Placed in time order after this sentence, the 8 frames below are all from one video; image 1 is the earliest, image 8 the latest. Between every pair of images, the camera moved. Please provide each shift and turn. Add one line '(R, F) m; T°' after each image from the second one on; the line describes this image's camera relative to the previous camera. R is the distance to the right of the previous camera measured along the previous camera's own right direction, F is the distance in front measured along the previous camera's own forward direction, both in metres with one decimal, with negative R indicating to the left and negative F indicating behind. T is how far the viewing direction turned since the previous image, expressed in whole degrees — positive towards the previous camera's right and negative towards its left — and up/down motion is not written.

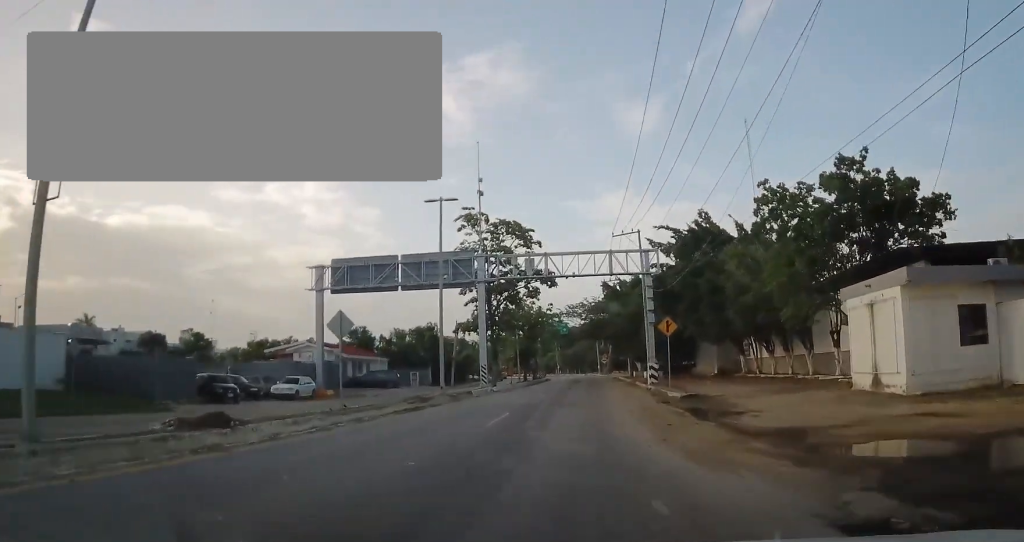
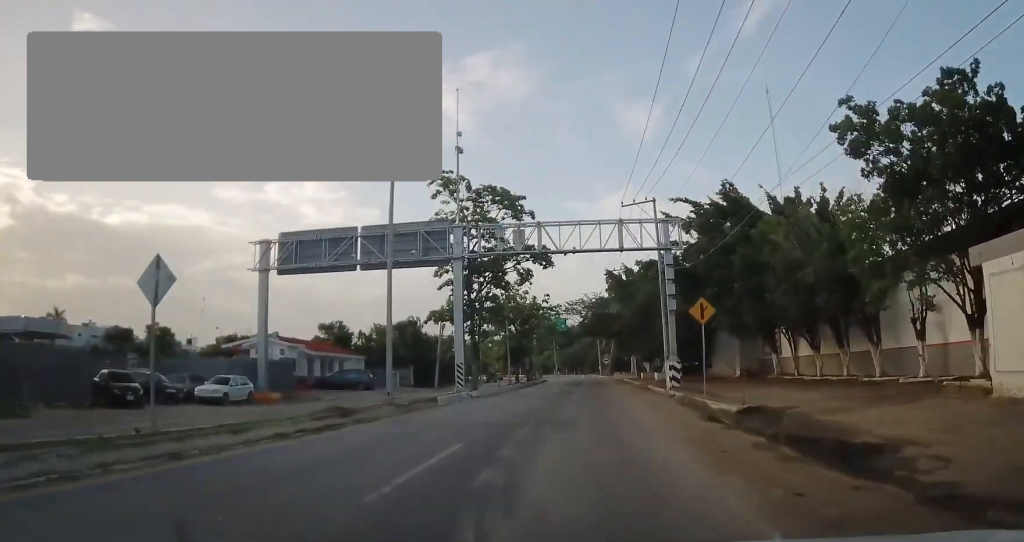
(+0.2, +7.4) m; -2°
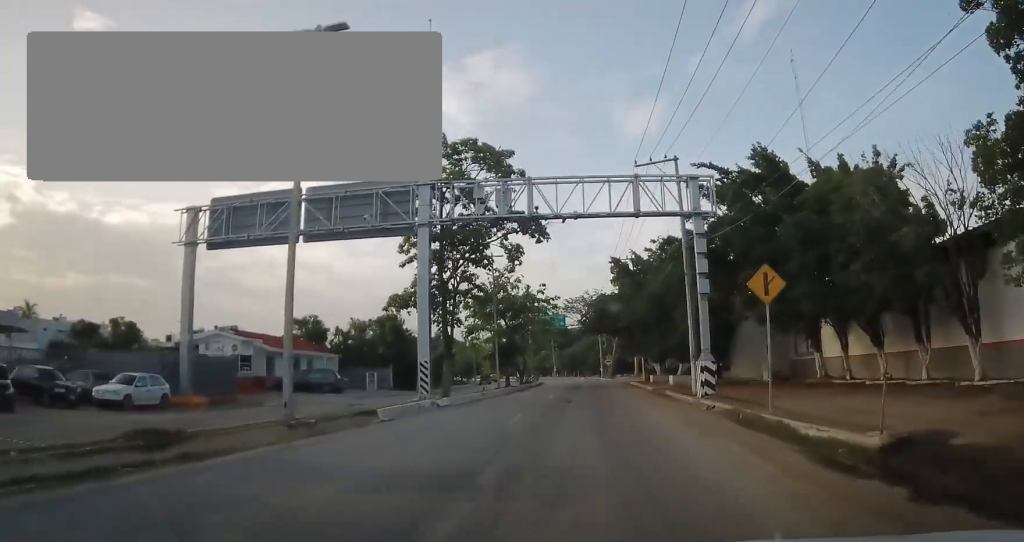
(-0.3, +7.0) m; -3°
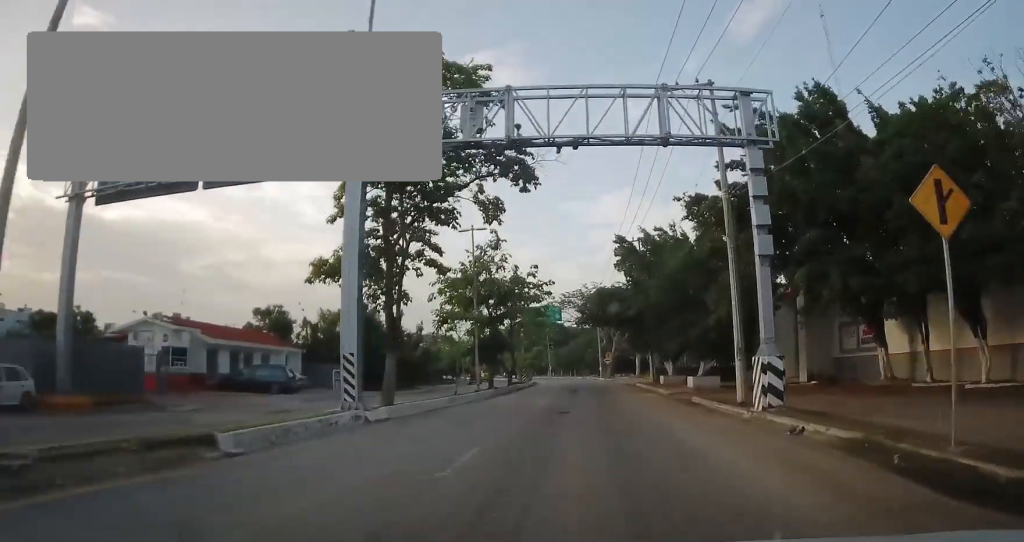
(0.0, +7.7) m; 0°
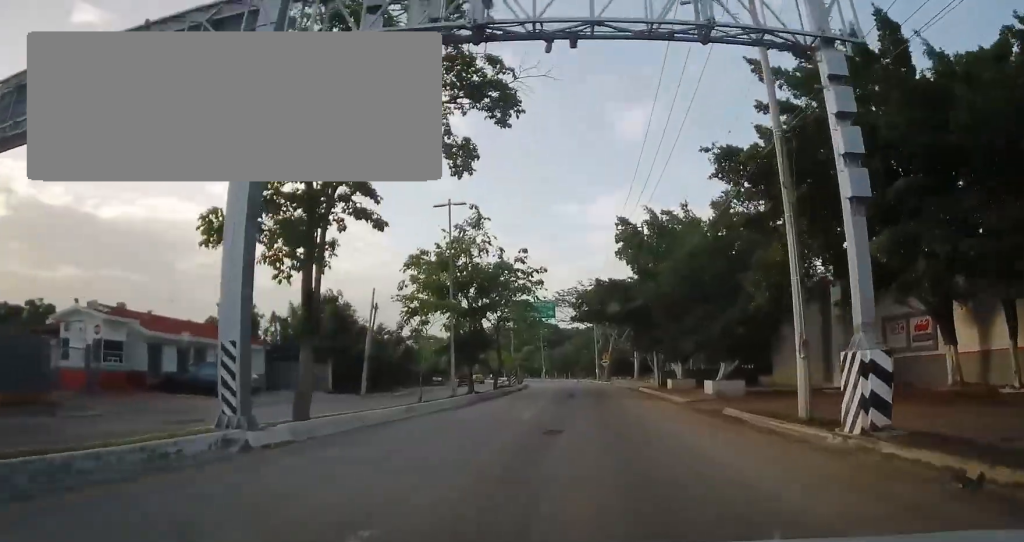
(0.0, +5.9) m; +1°
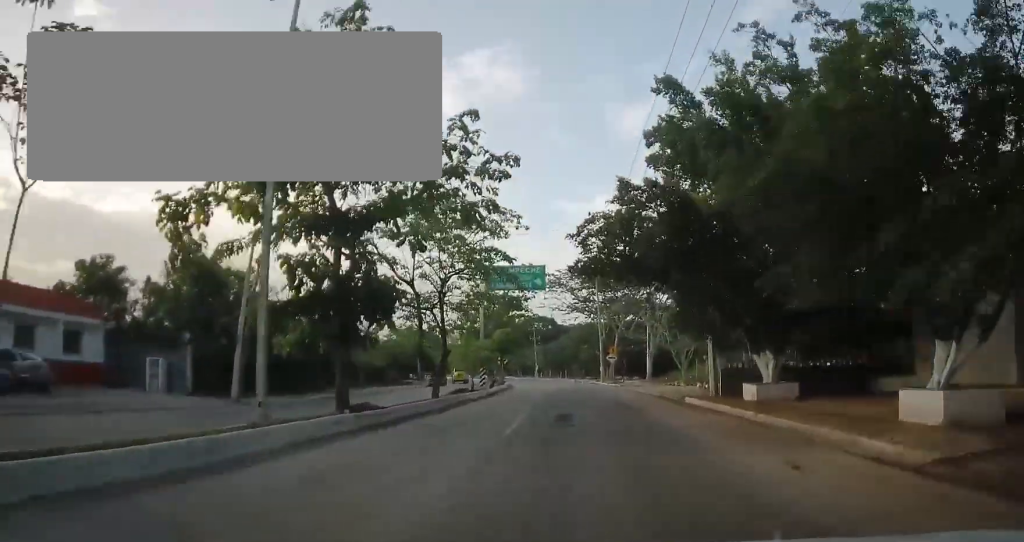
(+0.6, +18.4) m; +1°
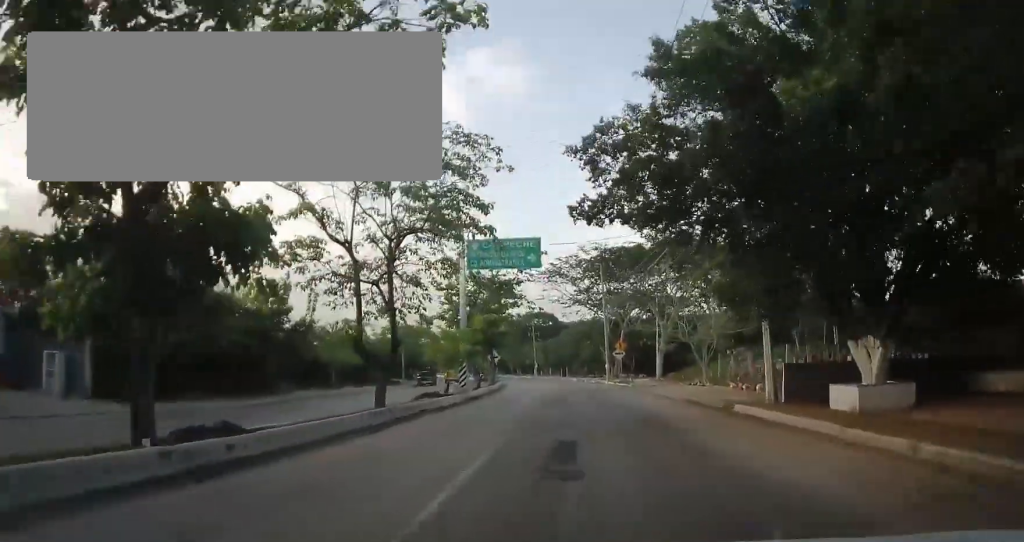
(-0.3, +7.5) m; 0°
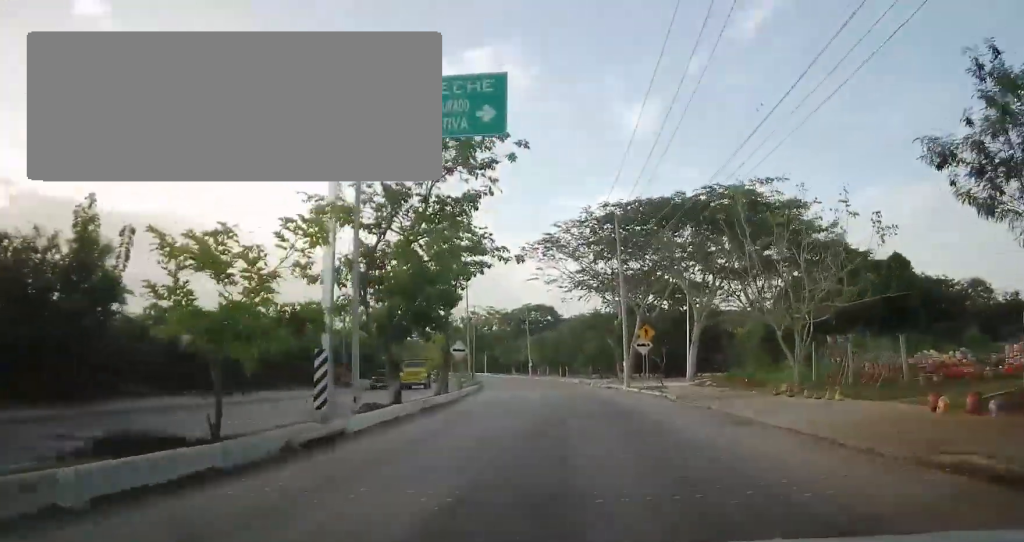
(+0.2, +17.4) m; -1°
